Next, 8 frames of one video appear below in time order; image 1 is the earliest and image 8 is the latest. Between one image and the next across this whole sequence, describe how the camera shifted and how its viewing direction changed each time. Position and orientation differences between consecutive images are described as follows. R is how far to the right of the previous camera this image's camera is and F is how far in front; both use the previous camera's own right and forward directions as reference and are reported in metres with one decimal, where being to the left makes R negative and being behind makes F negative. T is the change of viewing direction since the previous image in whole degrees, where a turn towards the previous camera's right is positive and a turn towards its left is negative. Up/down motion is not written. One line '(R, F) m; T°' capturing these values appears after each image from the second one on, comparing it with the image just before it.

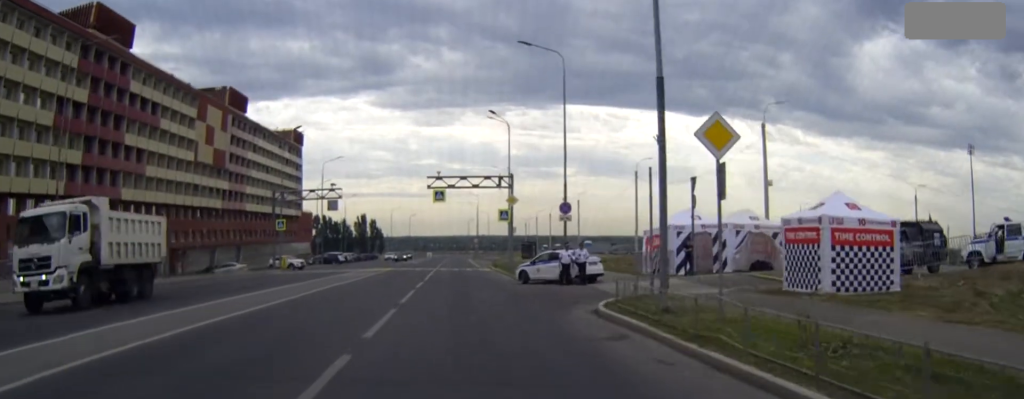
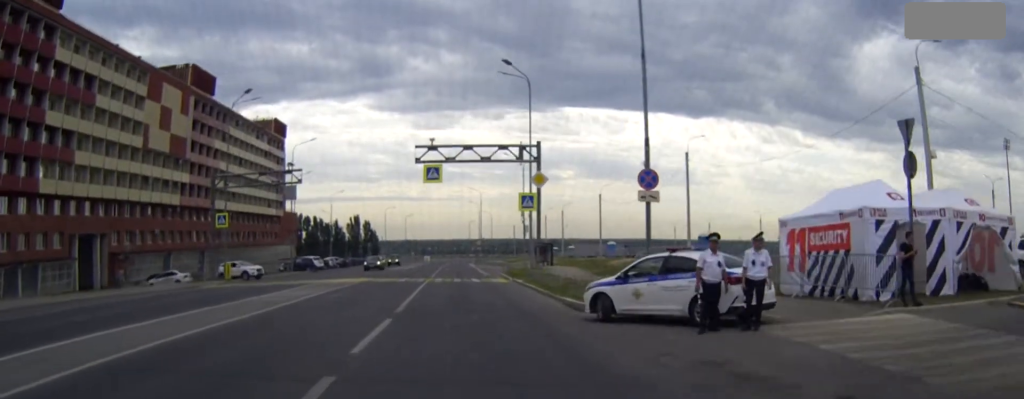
(0.0, +17.5) m; 0°
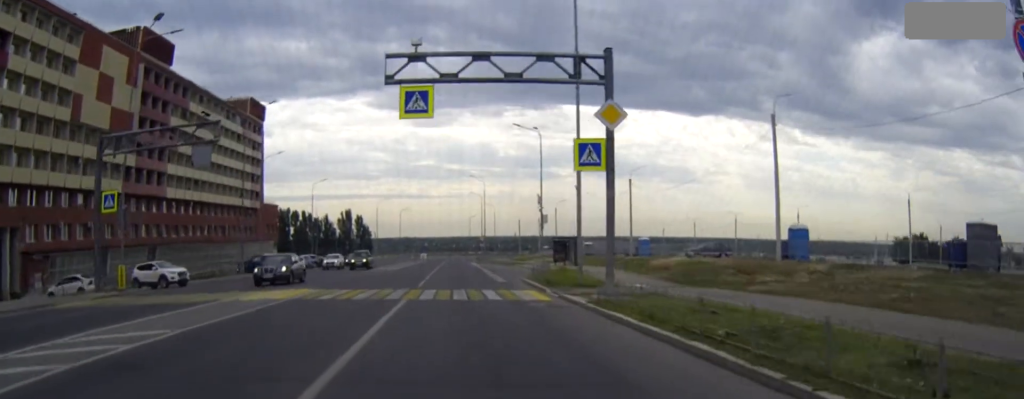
(0.0, +17.5) m; 0°
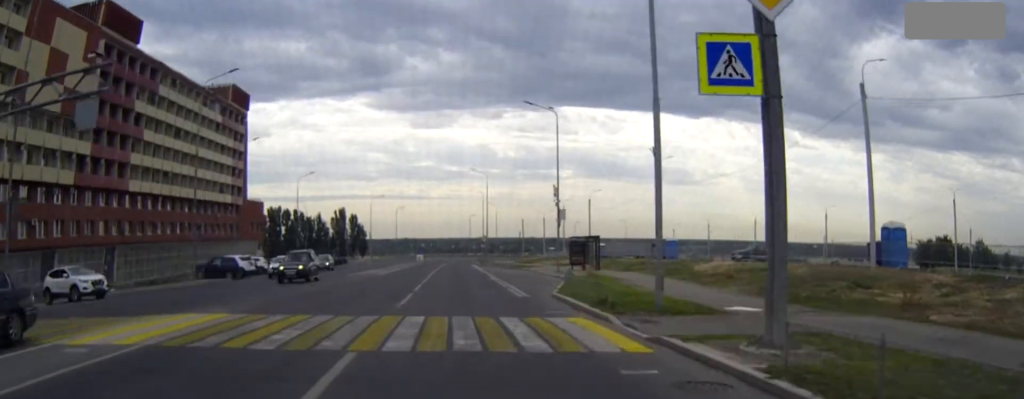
(0.0, +11.0) m; 0°
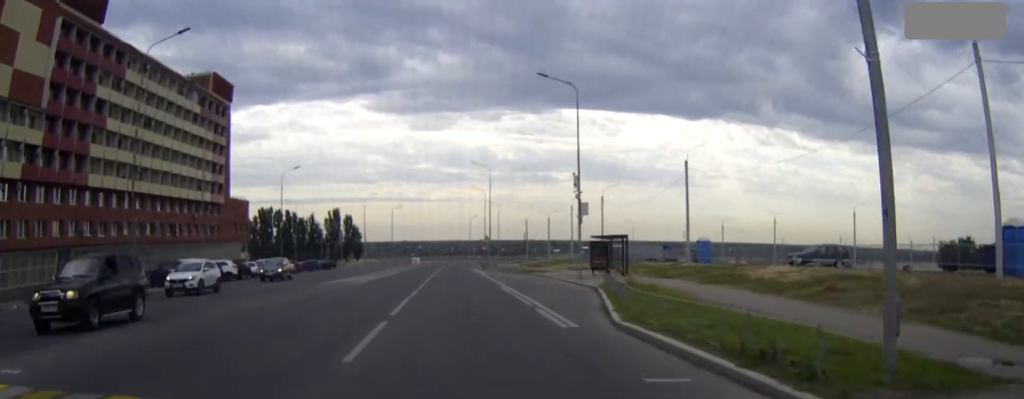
(0.0, +9.7) m; 0°
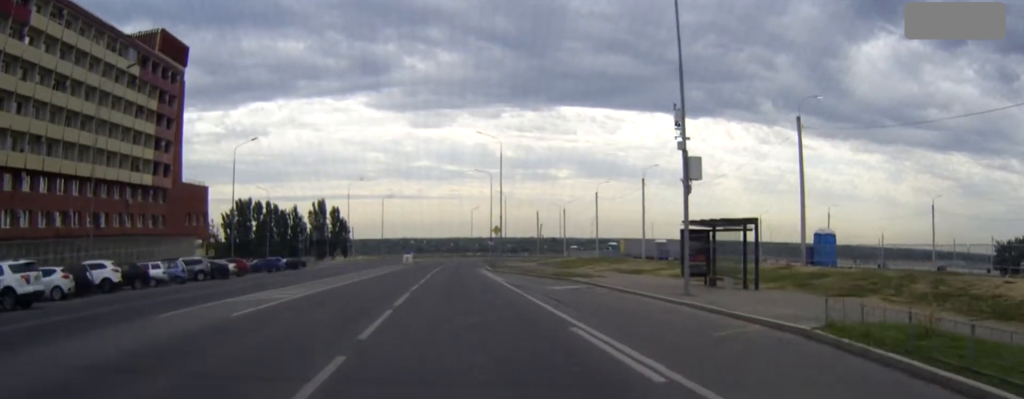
(+0.1, +21.6) m; 0°
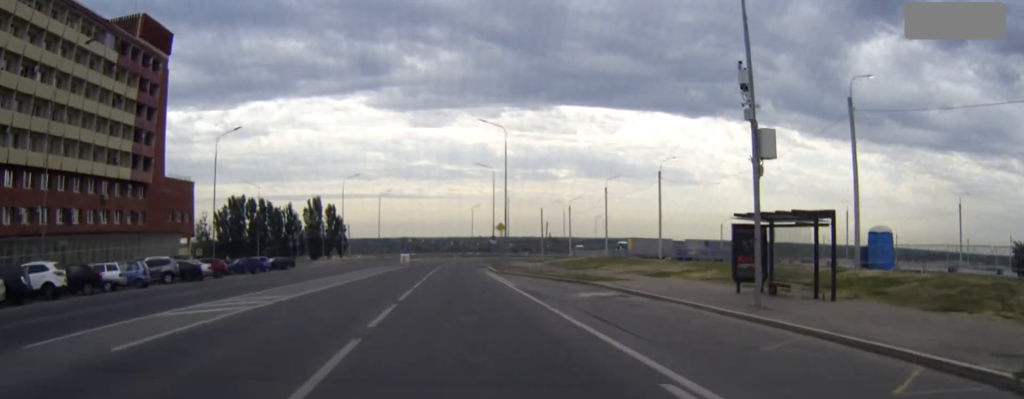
(0.0, +6.2) m; 0°
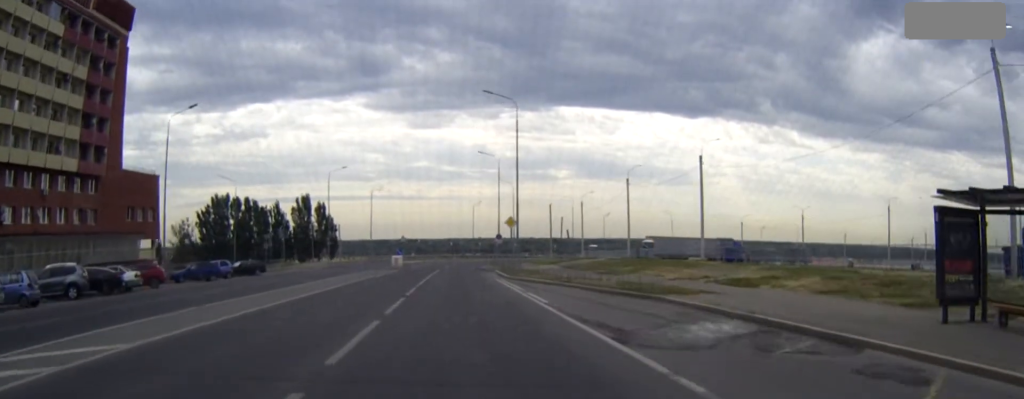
(-0.1, +12.5) m; 0°
